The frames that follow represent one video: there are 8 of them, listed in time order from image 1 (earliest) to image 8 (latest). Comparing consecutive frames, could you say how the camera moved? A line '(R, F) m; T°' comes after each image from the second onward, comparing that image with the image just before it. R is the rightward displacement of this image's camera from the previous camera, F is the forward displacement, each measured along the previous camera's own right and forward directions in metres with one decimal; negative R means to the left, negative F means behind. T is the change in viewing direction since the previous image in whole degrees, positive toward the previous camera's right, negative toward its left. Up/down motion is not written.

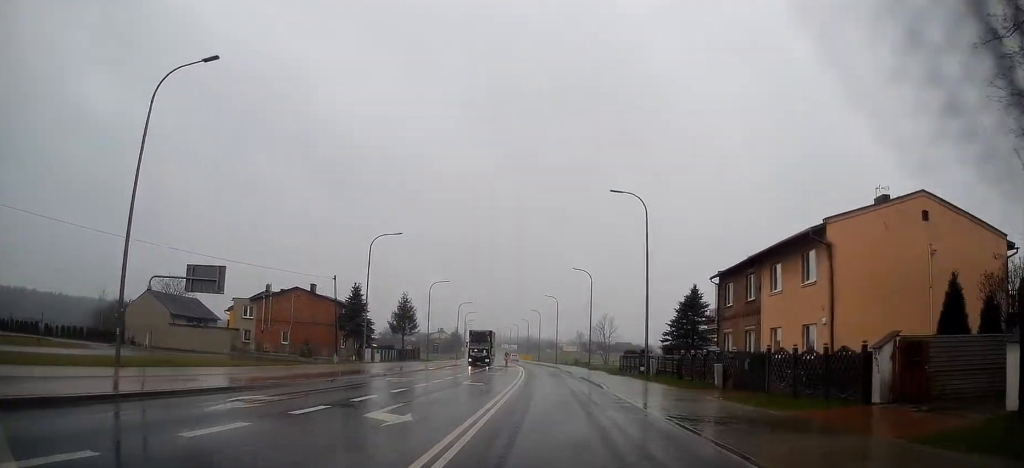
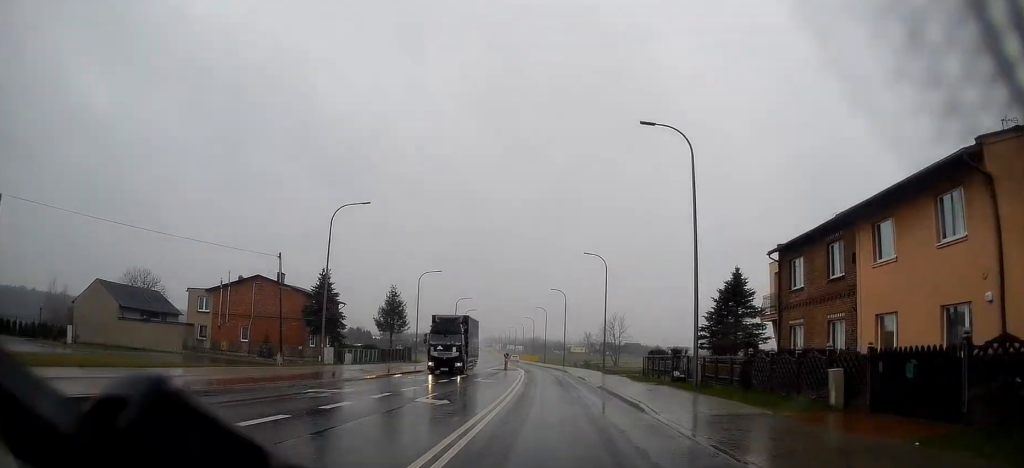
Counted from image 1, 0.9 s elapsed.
(0.0, +10.2) m; -1°
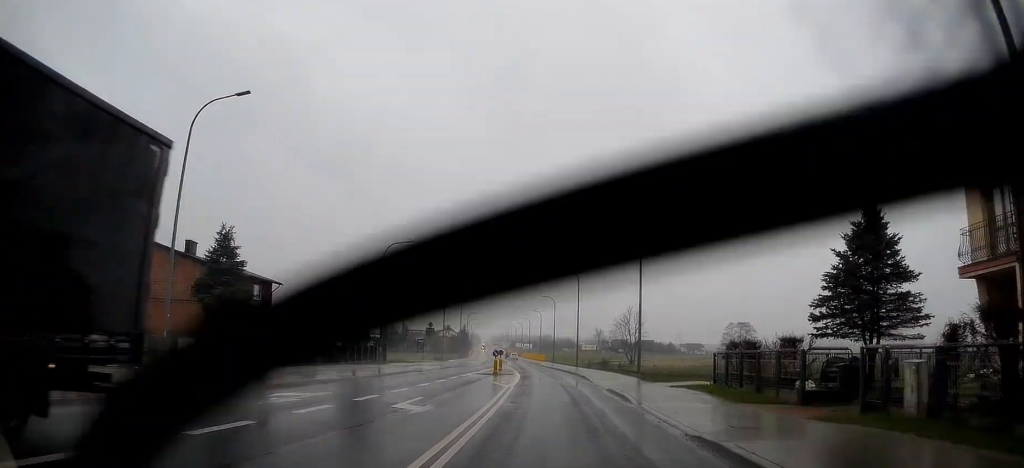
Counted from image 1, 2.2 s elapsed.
(-0.4, +17.5) m; -1°
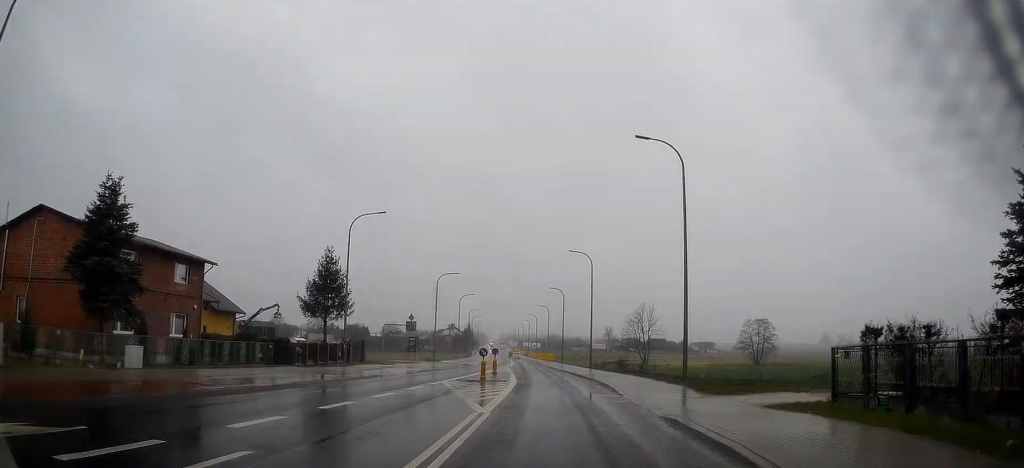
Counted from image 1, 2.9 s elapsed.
(0.0, +10.9) m; 0°
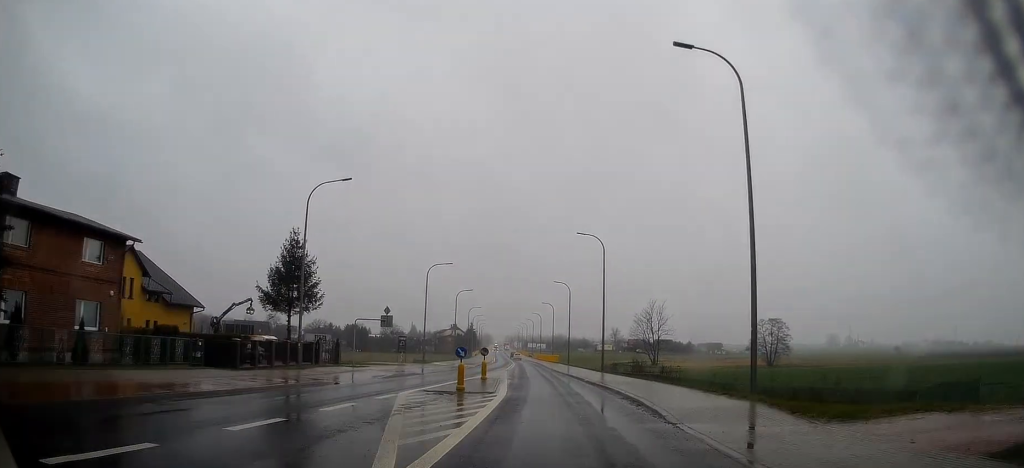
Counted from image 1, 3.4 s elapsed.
(+0.1, +8.2) m; -1°
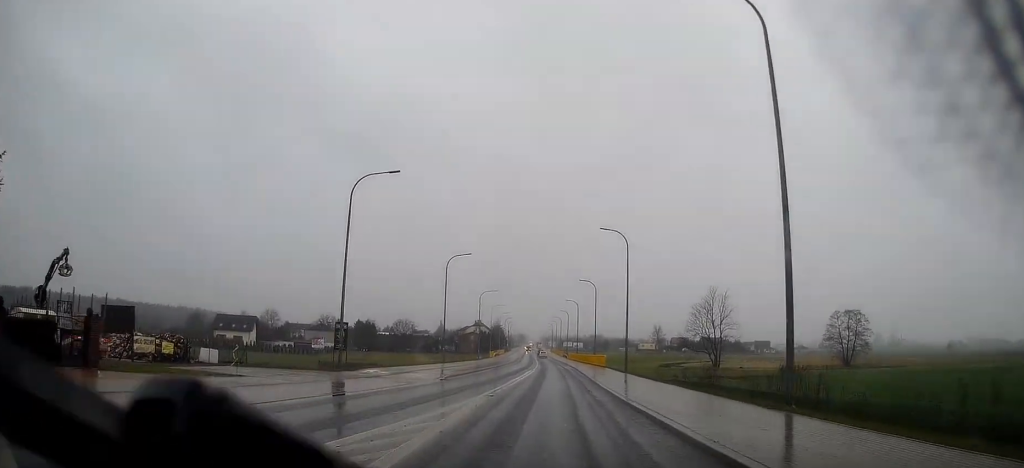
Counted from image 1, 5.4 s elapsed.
(-1.9, +32.2) m; -6°
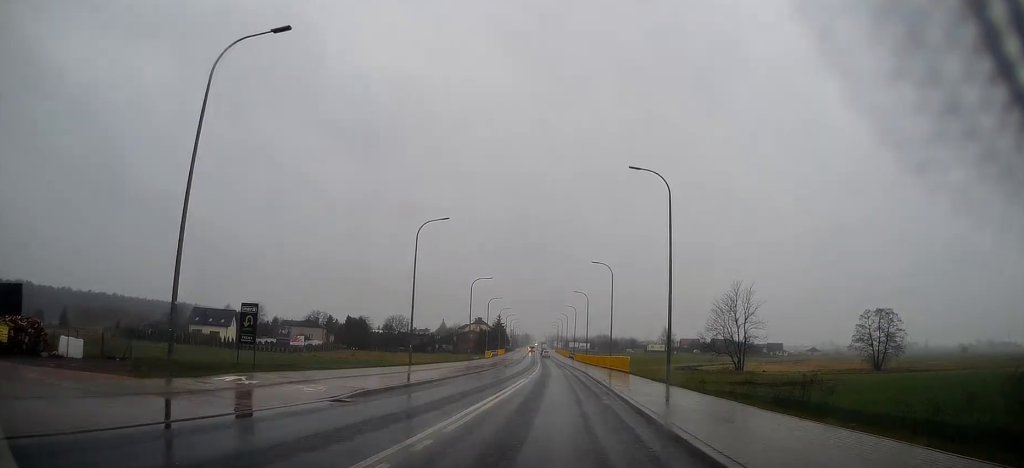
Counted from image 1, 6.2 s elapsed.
(-0.2, +14.7) m; 0°
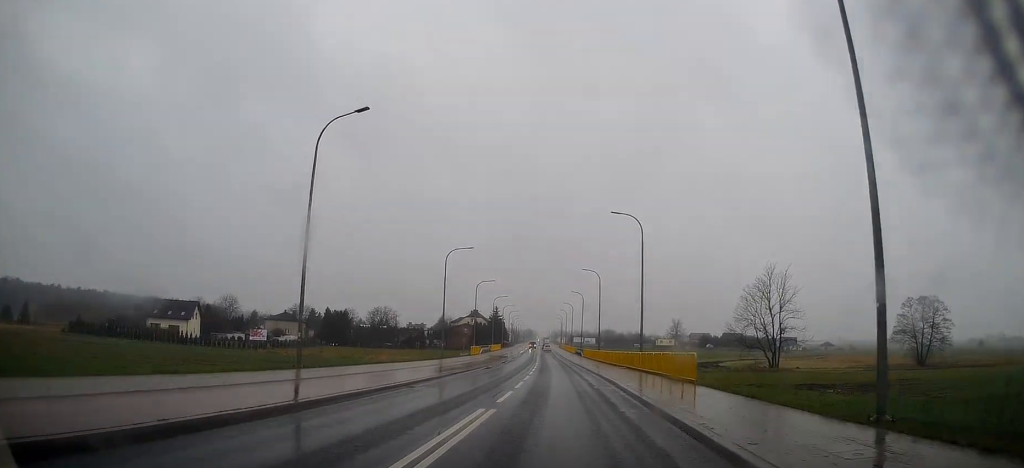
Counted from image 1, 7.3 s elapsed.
(+0.1, +19.2) m; +1°
